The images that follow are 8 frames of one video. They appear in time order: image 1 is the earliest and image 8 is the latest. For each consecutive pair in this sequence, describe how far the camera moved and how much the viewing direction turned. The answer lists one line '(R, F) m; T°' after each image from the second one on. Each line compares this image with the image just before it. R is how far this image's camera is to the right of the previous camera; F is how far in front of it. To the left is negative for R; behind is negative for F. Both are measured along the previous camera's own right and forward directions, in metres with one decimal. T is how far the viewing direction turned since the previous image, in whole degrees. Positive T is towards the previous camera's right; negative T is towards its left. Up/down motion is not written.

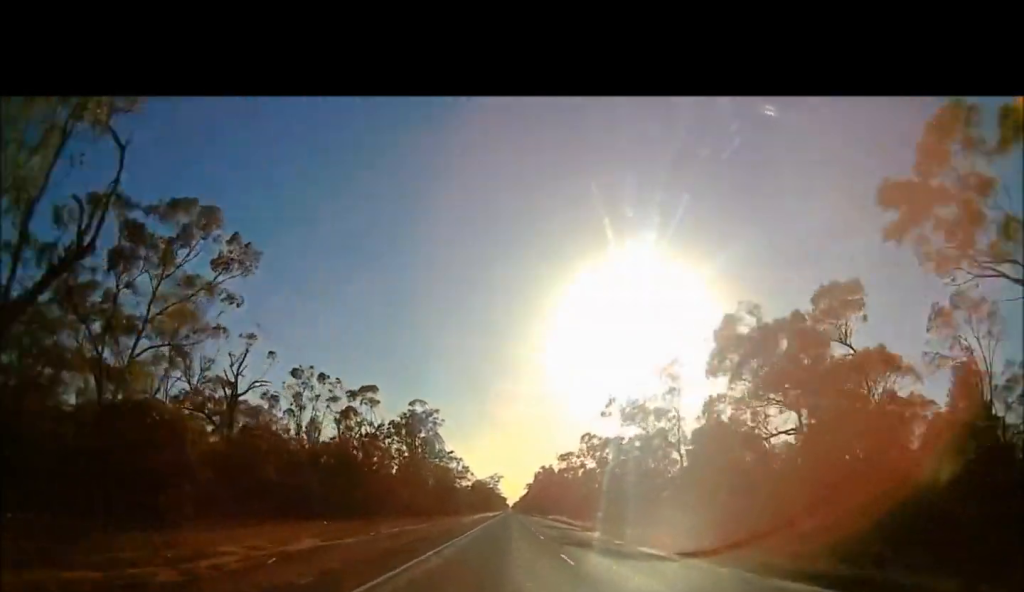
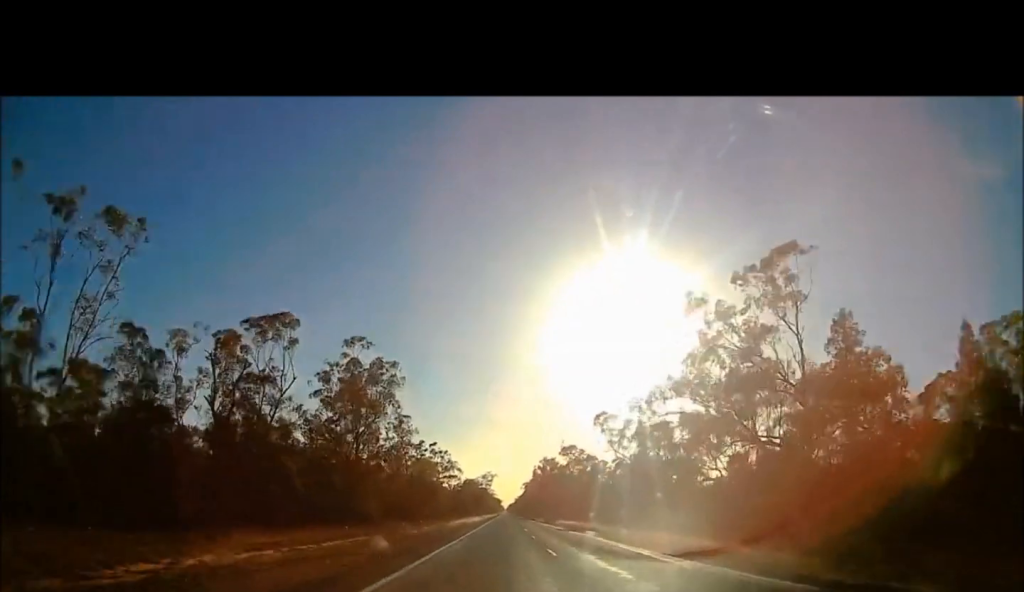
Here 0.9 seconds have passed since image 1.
(-0.2, +39.5) m; -1°
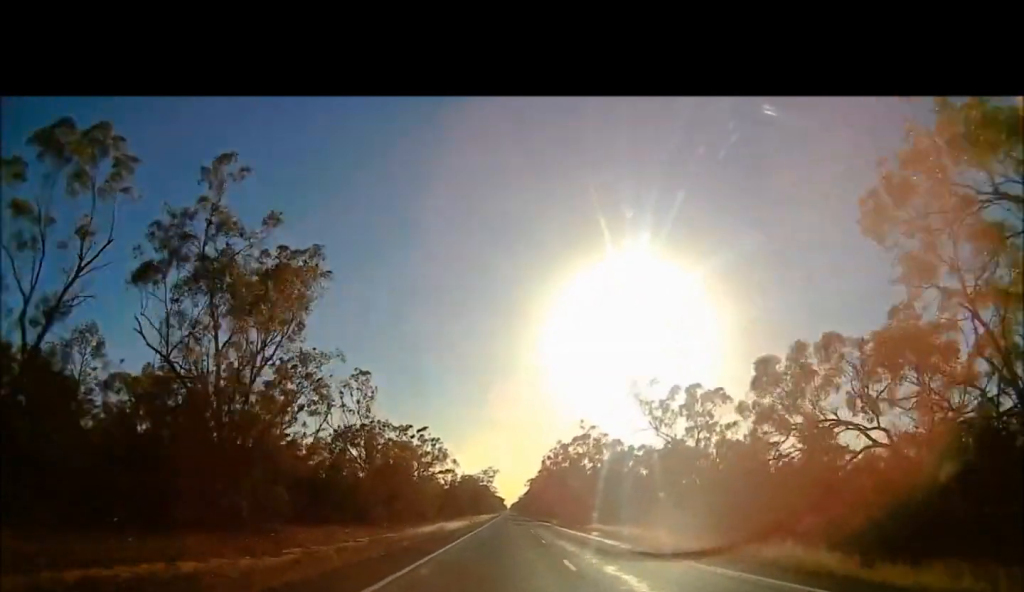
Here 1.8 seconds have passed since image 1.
(-0.2, +32.9) m; -1°
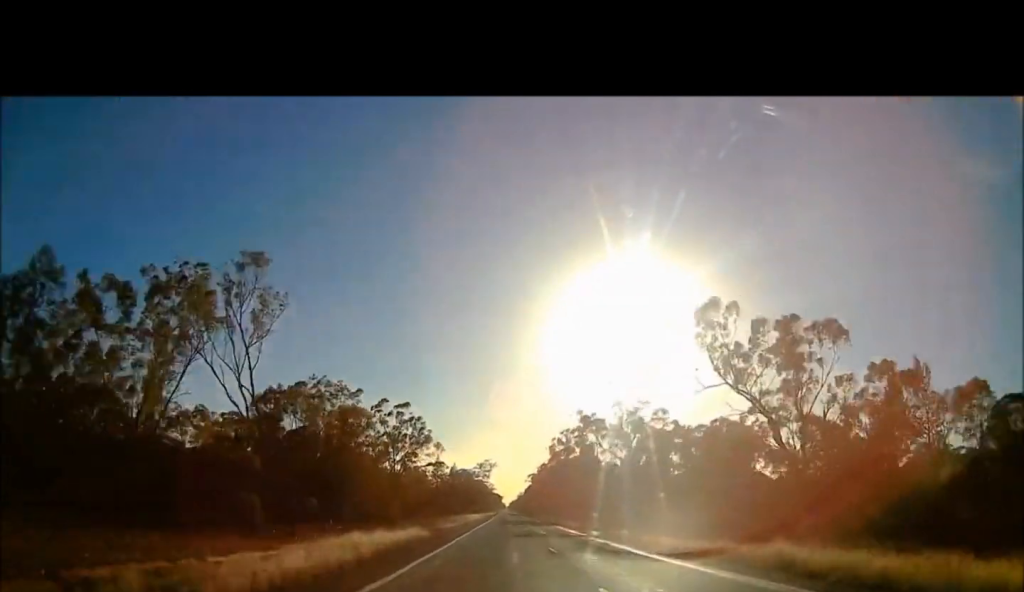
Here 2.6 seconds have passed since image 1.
(-0.1, +31.9) m; 0°
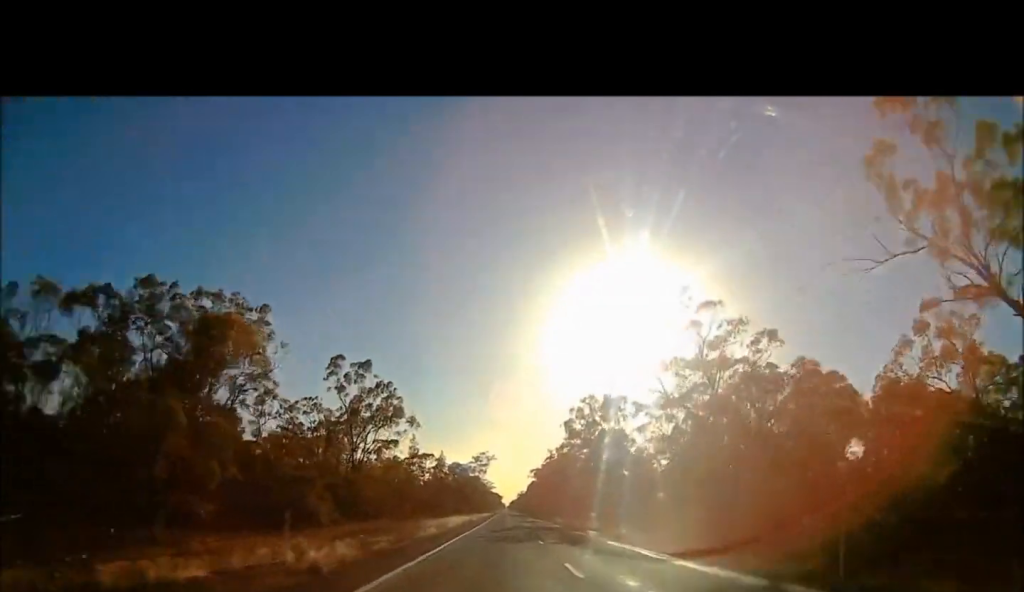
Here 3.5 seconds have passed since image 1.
(-0.1, +30.5) m; +1°
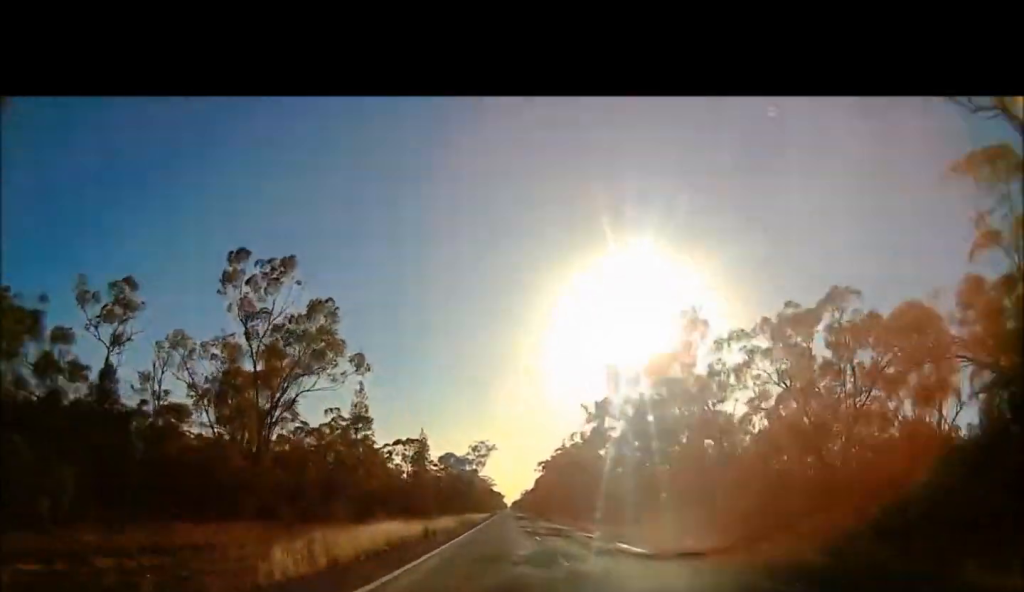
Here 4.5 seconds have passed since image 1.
(+0.8, +30.0) m; +1°
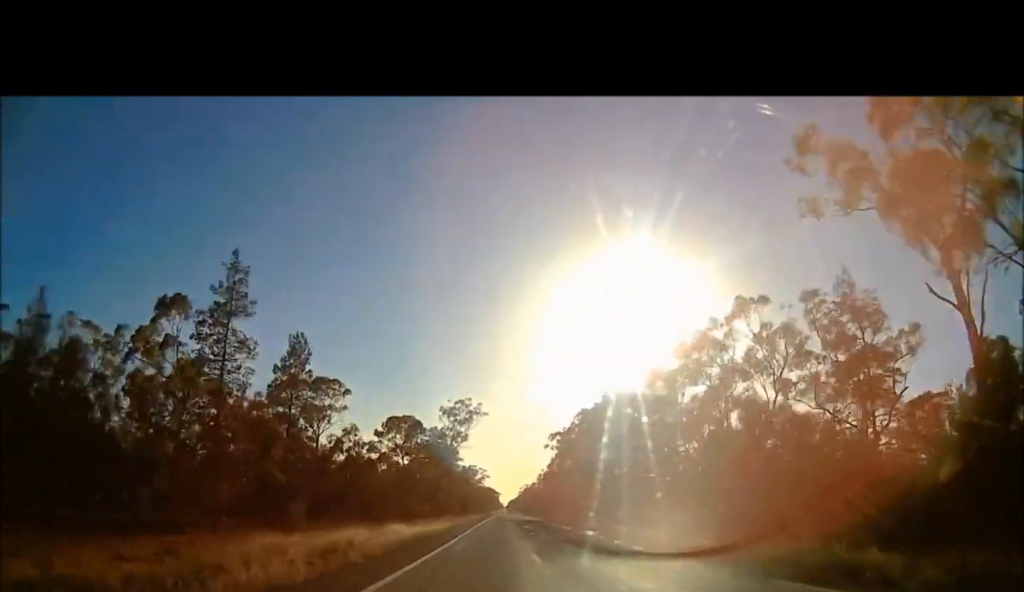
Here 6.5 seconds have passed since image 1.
(-0.7, +51.6) m; -2°
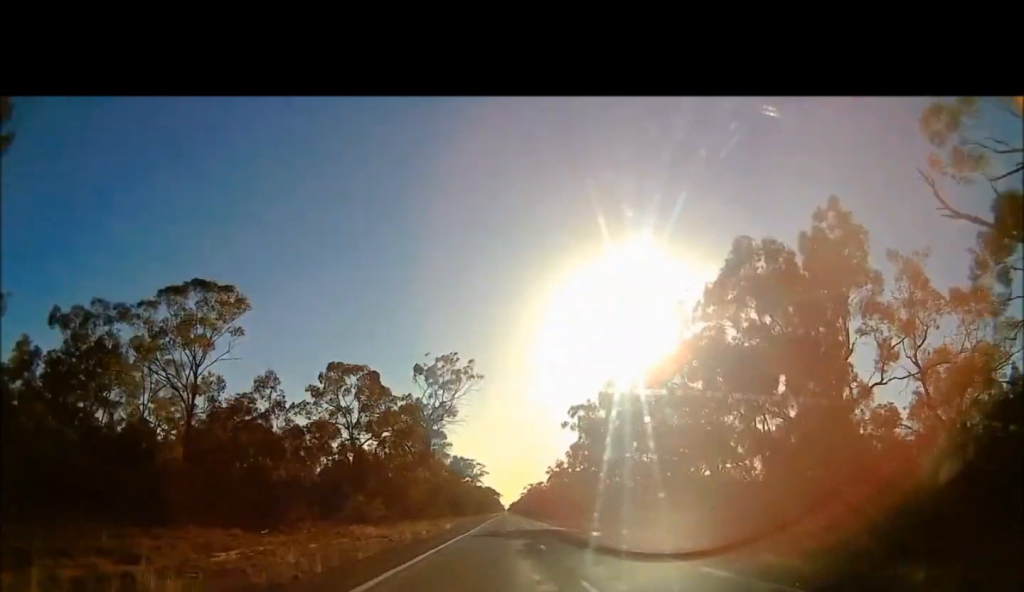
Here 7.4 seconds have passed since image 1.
(-0.1, +23.9) m; 0°
